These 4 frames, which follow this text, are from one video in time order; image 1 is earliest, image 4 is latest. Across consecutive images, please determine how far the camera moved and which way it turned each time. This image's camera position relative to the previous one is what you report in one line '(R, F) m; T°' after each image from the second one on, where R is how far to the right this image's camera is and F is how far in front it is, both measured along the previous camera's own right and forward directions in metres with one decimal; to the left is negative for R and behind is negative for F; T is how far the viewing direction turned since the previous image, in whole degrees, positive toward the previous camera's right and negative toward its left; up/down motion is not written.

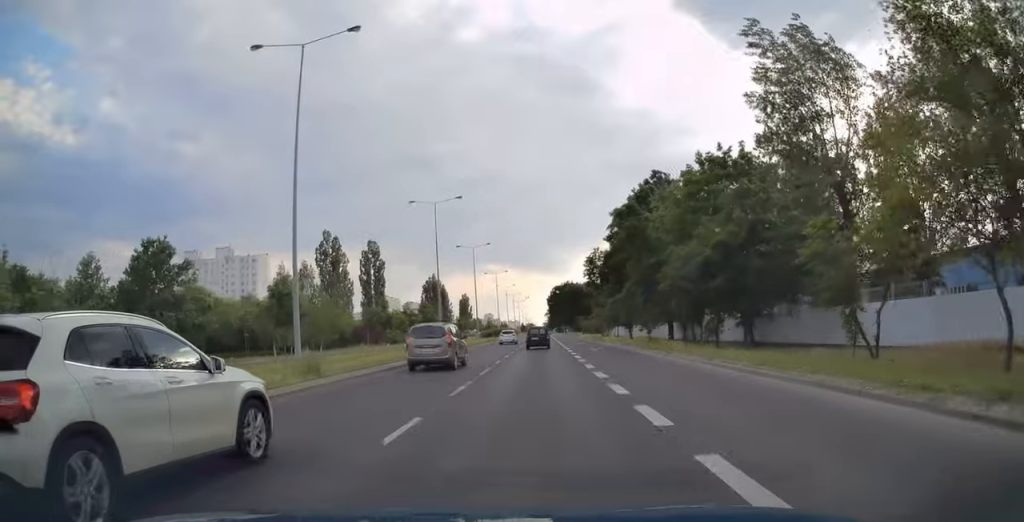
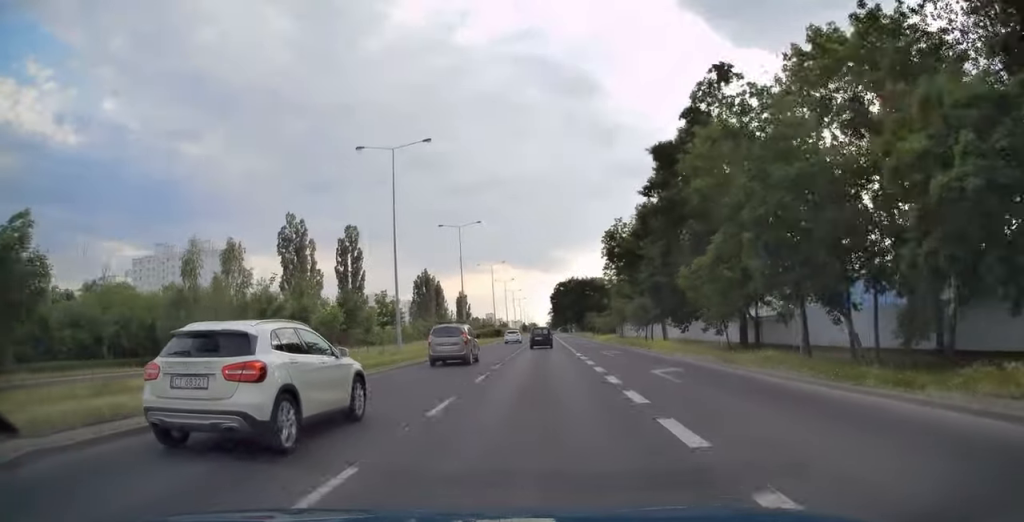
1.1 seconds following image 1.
(0.0, +21.2) m; 0°
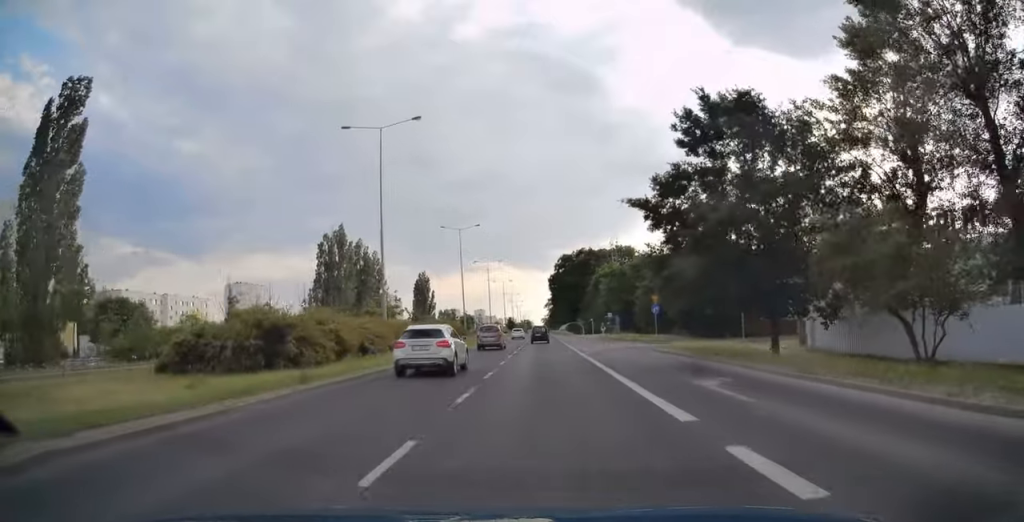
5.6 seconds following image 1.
(-0.1, +93.0) m; 0°
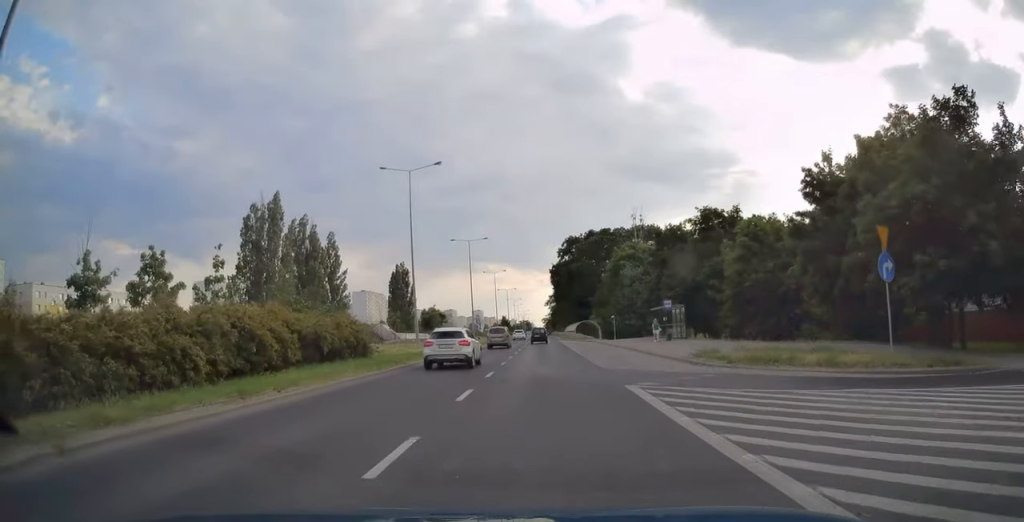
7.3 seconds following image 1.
(+0.3, +34.9) m; 0°
